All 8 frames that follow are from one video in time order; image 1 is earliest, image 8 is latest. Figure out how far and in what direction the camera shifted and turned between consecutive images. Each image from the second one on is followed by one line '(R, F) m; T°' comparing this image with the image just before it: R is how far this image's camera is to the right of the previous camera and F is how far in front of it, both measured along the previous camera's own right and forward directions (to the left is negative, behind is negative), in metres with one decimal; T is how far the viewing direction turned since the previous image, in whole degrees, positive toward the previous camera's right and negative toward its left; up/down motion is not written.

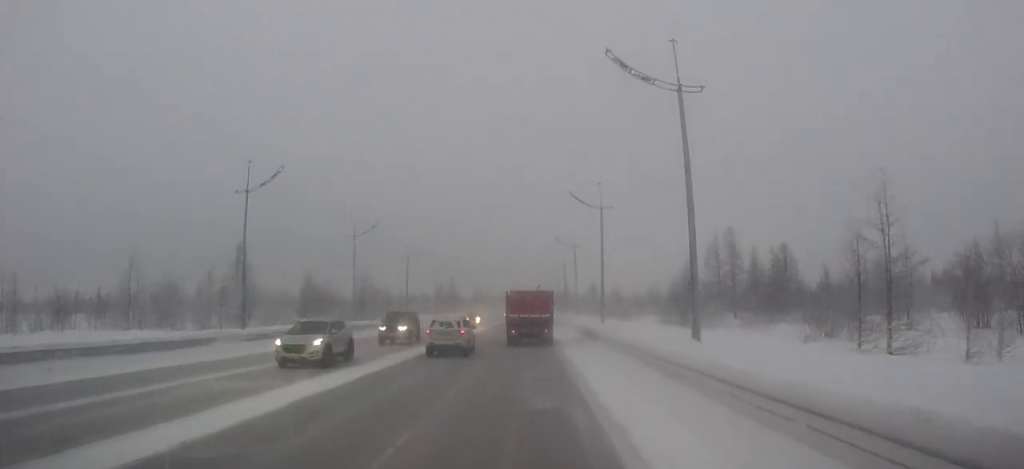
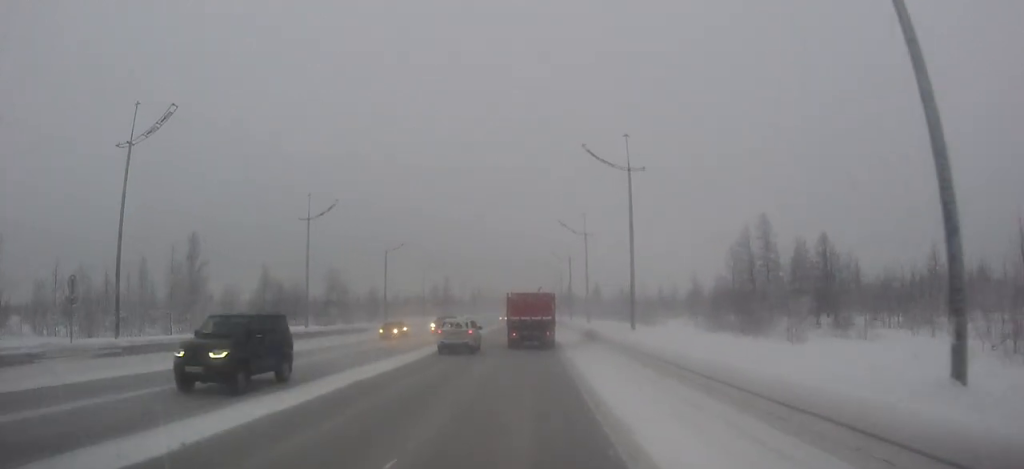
(0.0, +12.9) m; 0°
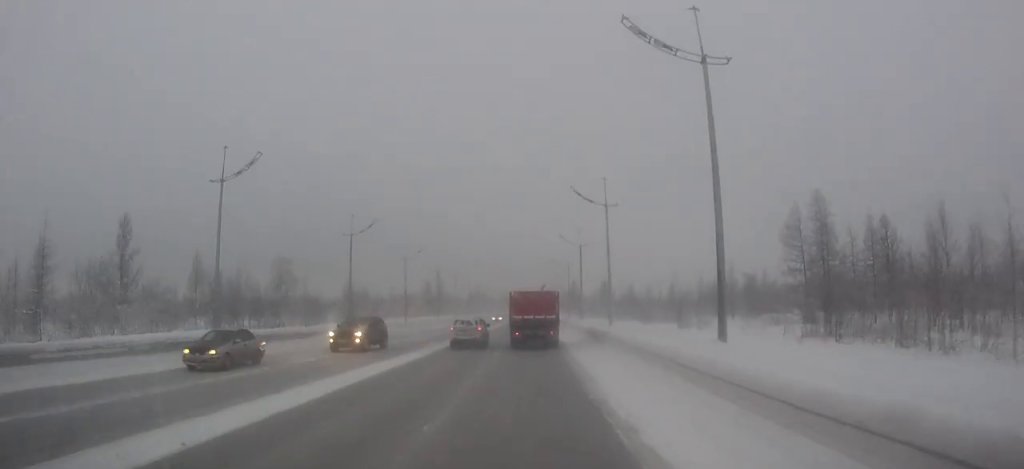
(0.0, +14.6) m; 0°
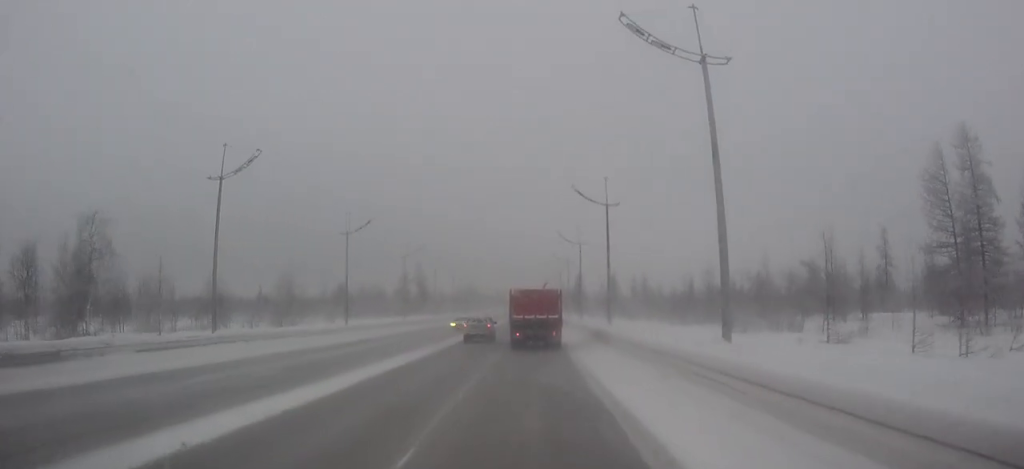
(0.0, +25.5) m; 0°
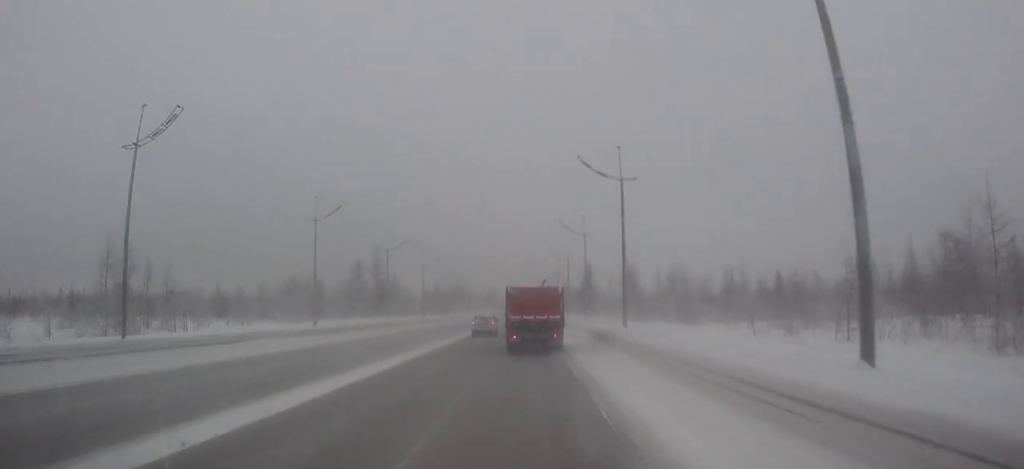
(+0.1, +33.3) m; 0°
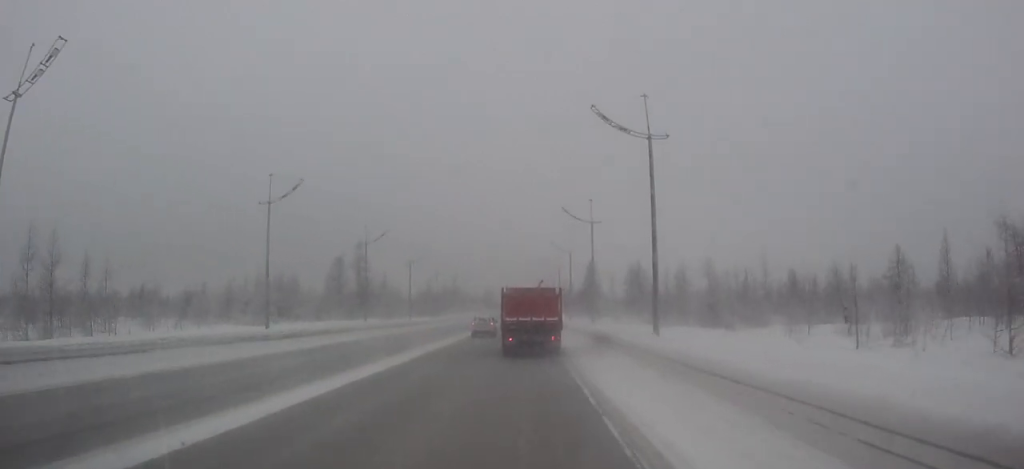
(0.0, +9.0) m; 0°
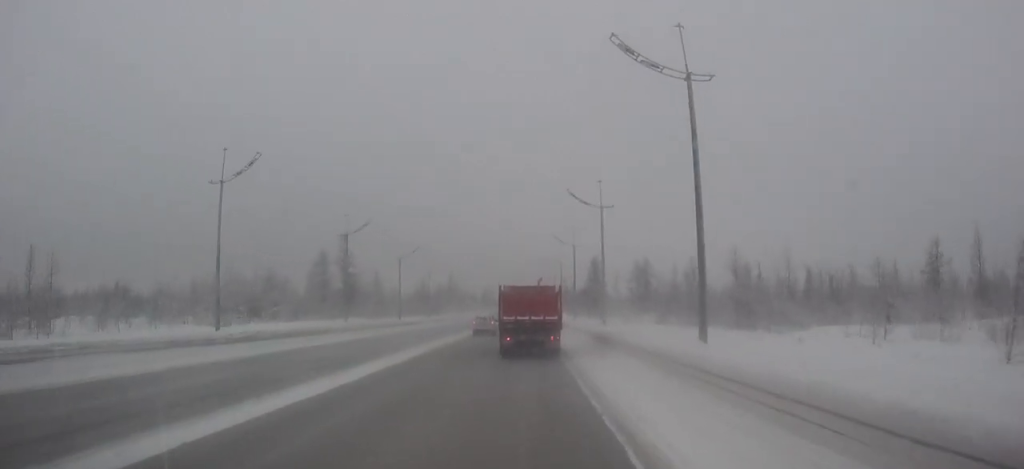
(0.0, +6.9) m; 0°
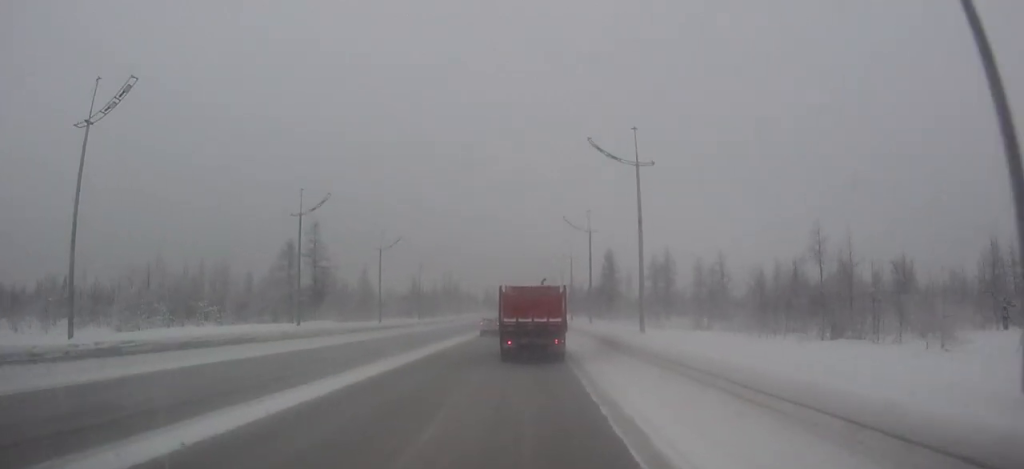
(-0.1, +13.2) m; 0°
